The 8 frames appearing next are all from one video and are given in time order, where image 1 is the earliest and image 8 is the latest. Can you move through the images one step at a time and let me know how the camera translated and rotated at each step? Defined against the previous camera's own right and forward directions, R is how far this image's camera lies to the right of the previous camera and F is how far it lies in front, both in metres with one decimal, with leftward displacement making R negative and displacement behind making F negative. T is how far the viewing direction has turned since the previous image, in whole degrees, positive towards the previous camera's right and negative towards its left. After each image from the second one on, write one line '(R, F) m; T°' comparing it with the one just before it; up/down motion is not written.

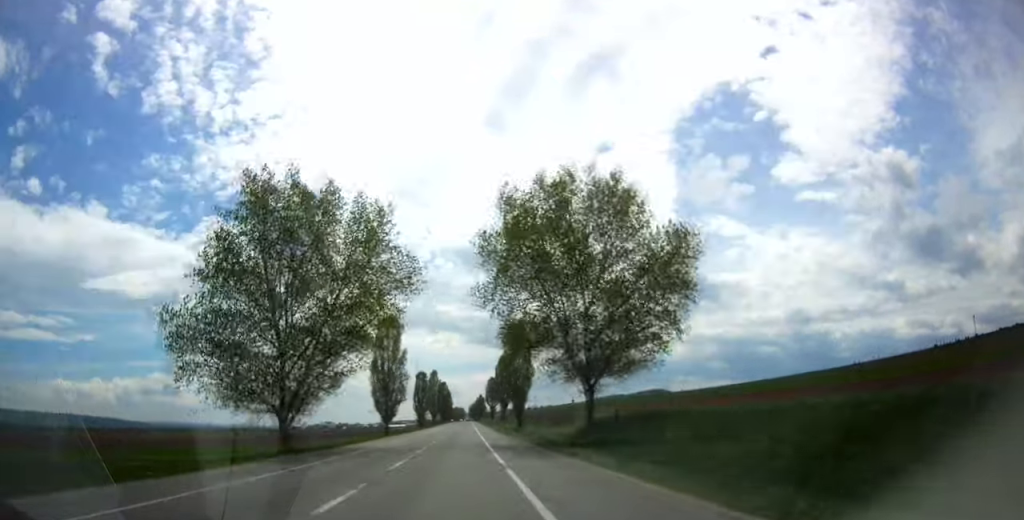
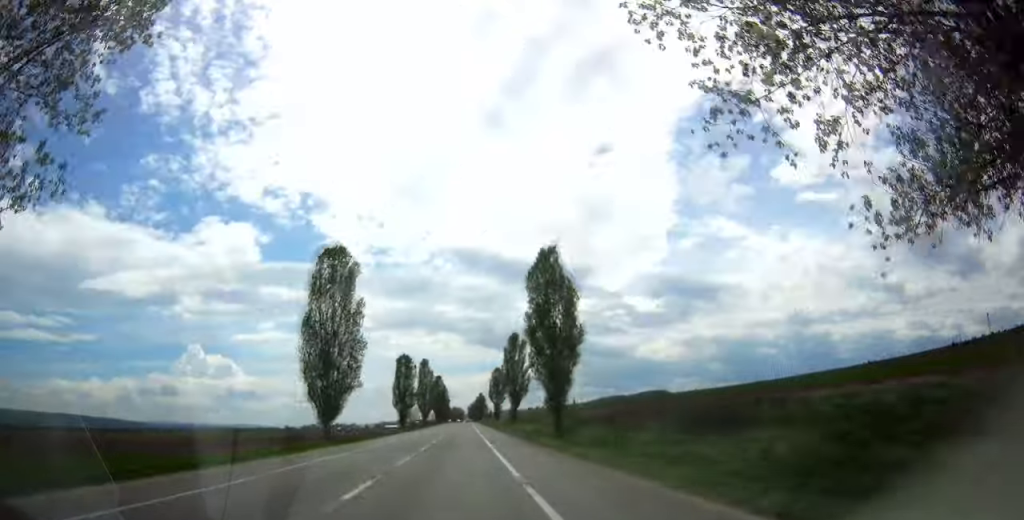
(-0.3, +35.2) m; -1°
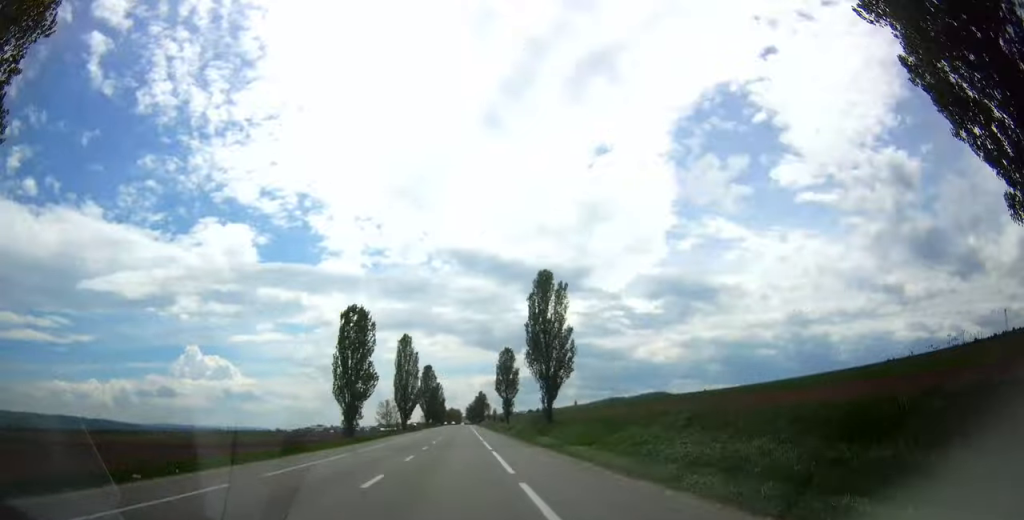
(-0.1, +43.3) m; 0°
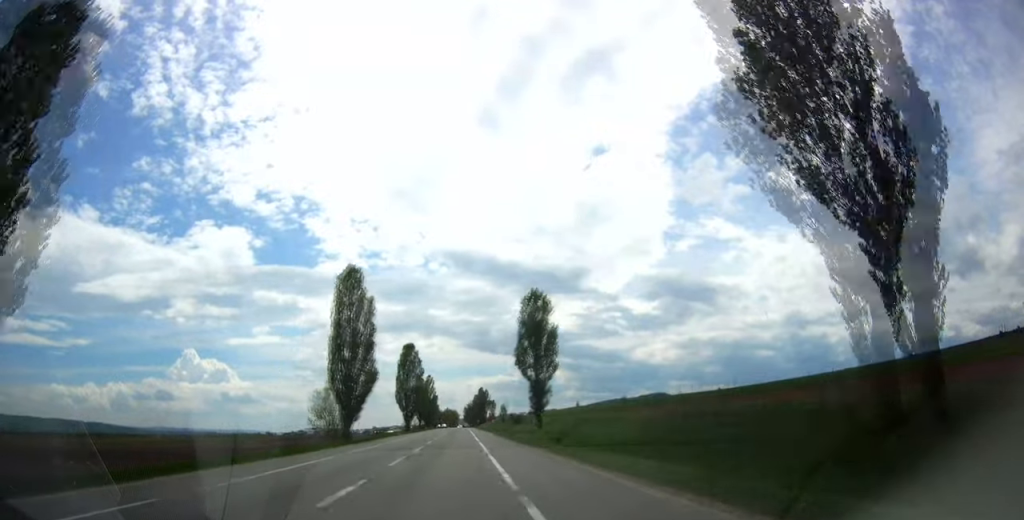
(+0.2, +48.3) m; 0°
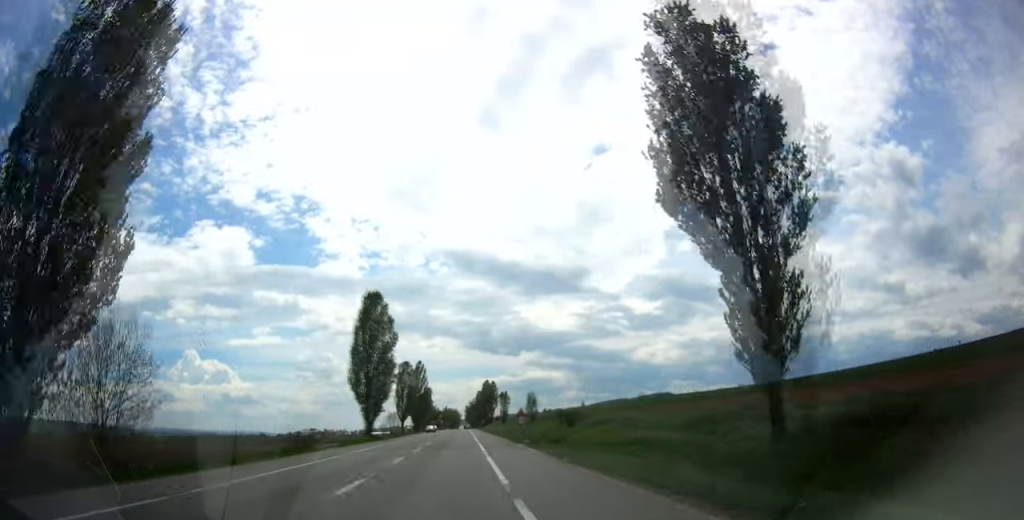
(-0.2, +45.0) m; 0°
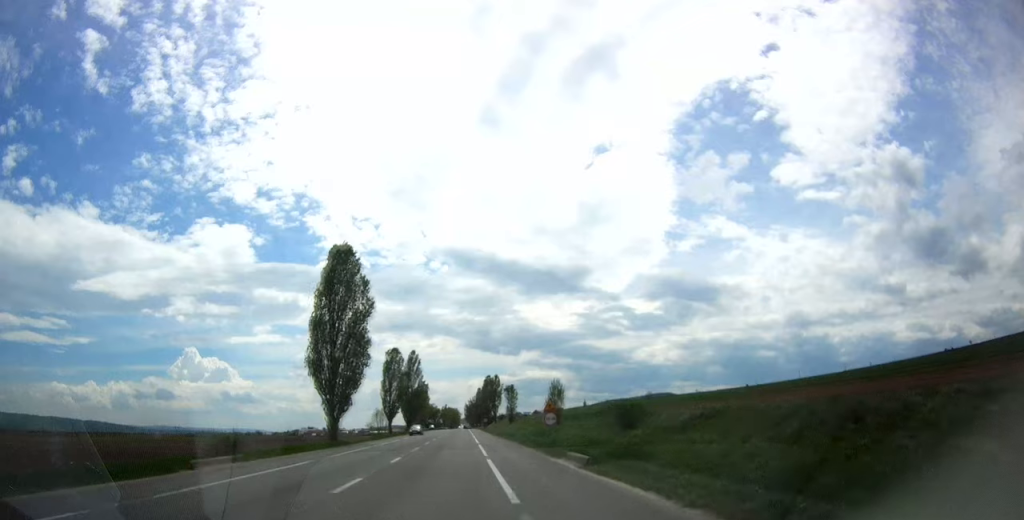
(0.0, +17.6) m; 0°
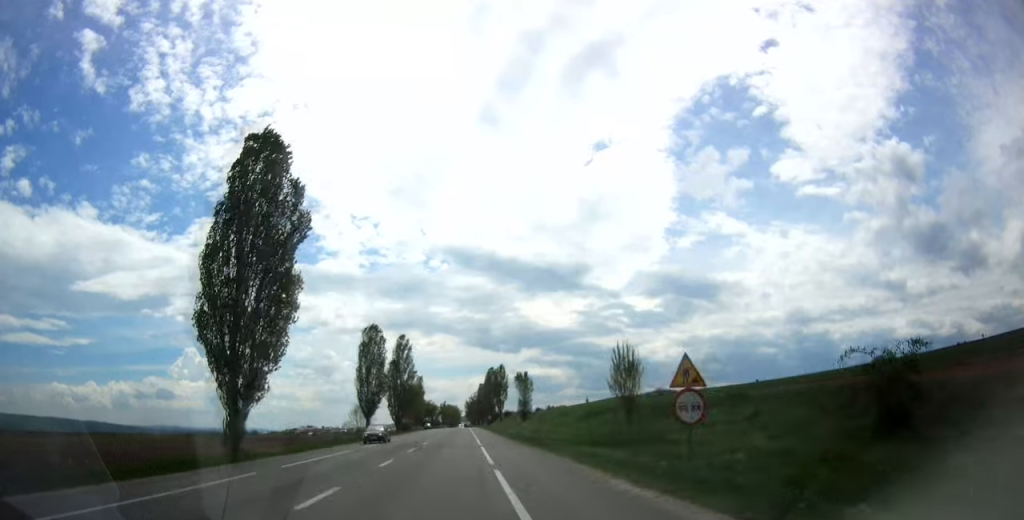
(+0.3, +21.5) m; 0°
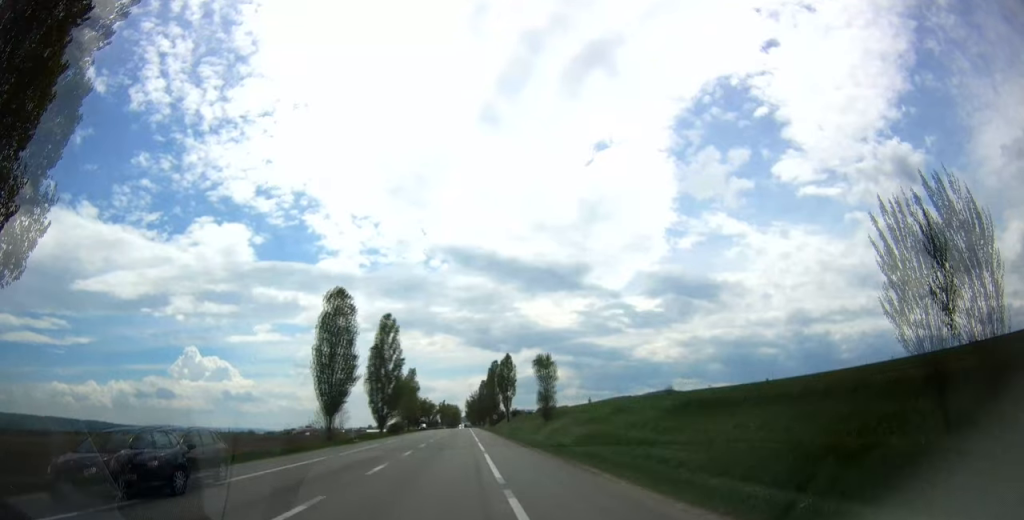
(-0.2, +20.0) m; 0°
